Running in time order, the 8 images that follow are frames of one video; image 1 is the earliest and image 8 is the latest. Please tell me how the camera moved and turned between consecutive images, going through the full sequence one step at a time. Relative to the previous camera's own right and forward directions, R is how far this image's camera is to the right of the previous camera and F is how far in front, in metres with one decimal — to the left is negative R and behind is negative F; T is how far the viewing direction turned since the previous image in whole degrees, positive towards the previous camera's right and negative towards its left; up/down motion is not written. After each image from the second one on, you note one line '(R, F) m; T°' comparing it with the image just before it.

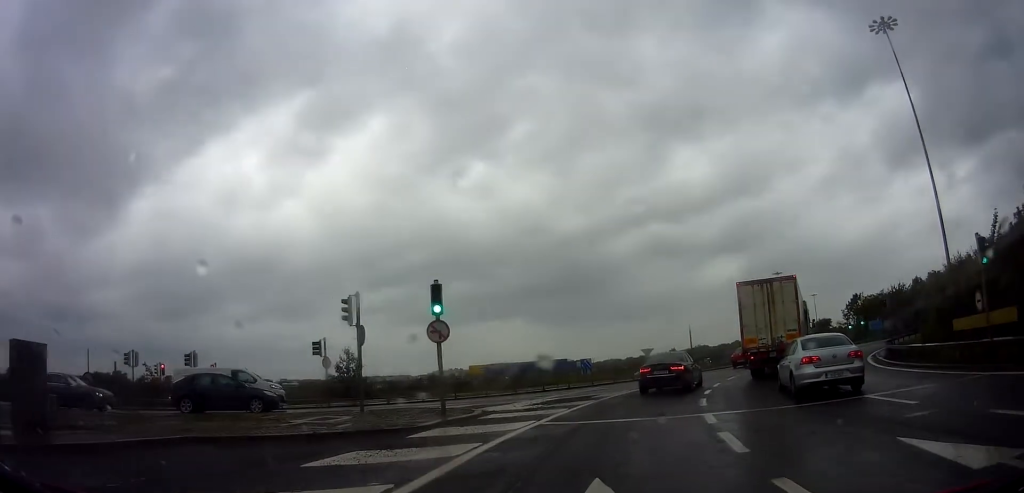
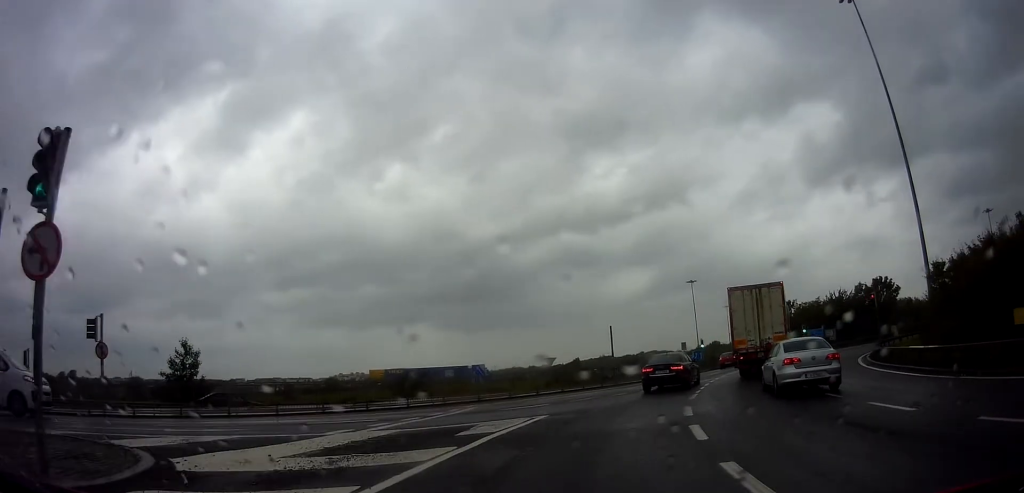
(+1.2, +9.4) m; +16°
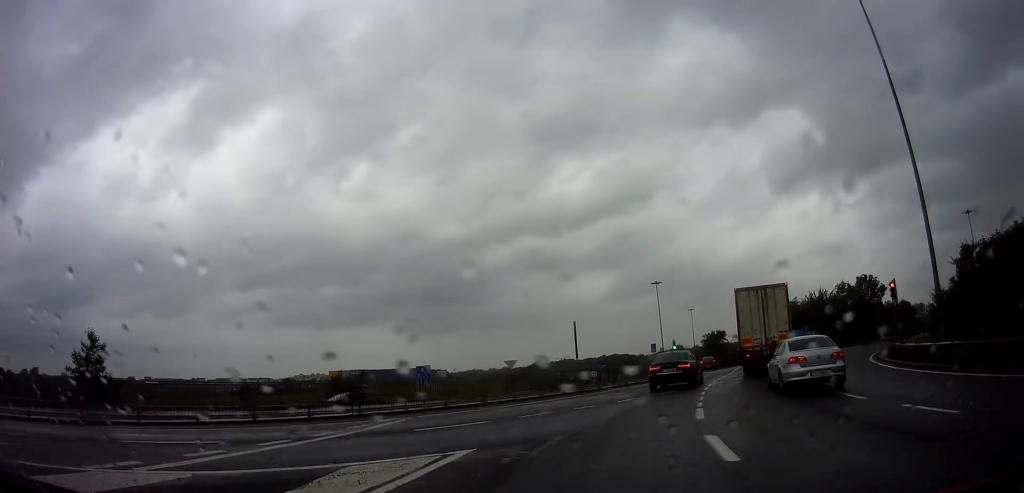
(0.0, +5.3) m; +2°
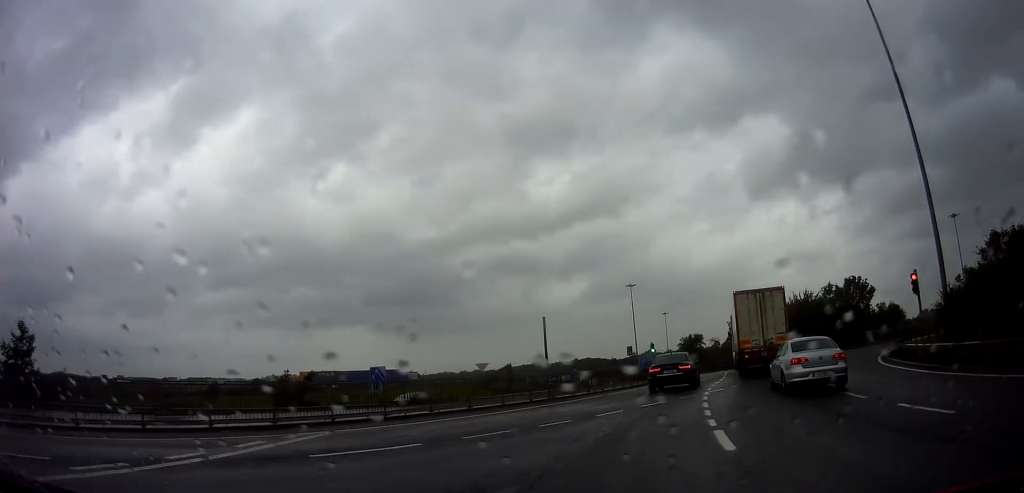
(-0.4, +3.6) m; 0°
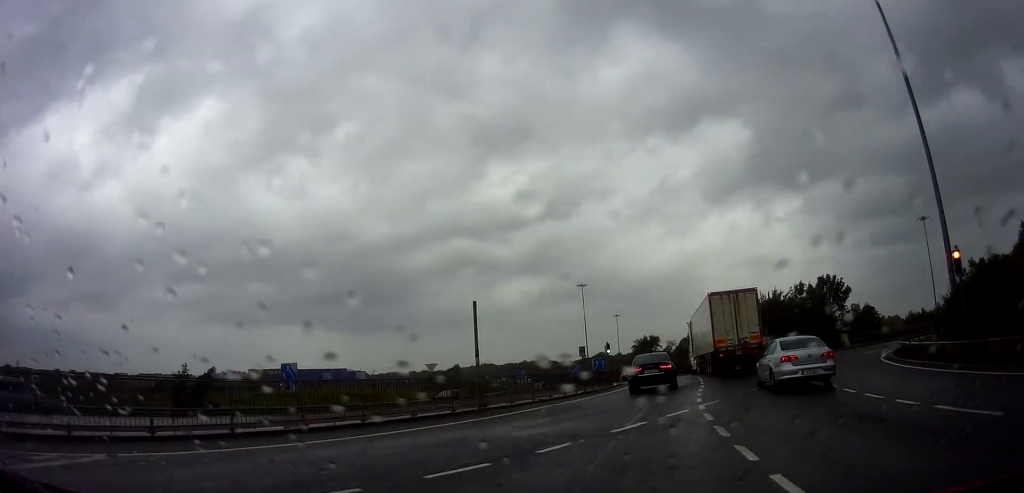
(+0.6, +5.5) m; +5°
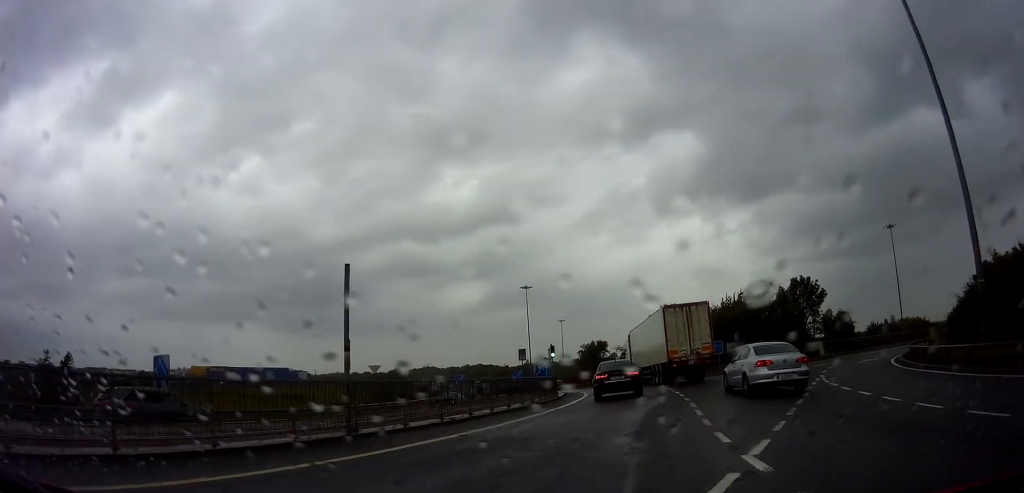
(+0.2, +6.9) m; +6°
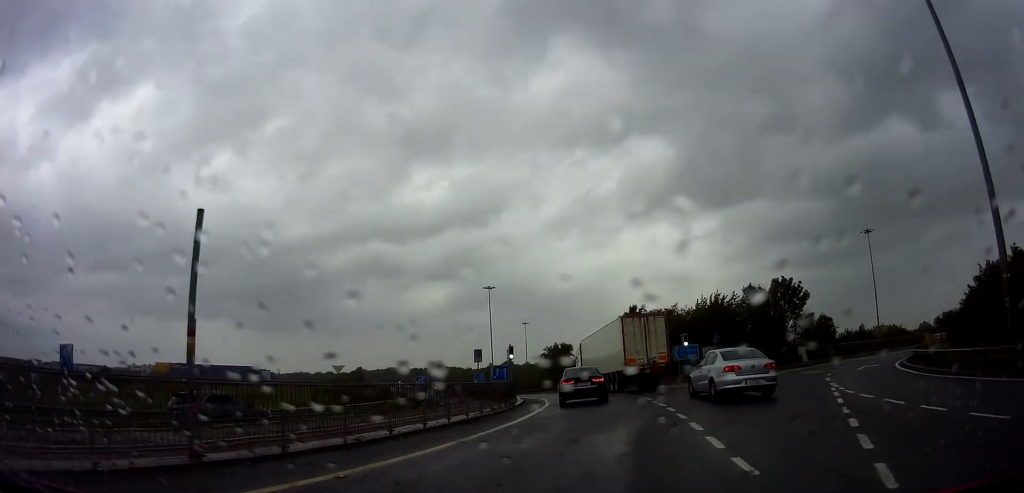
(0.0, +4.3) m; +4°
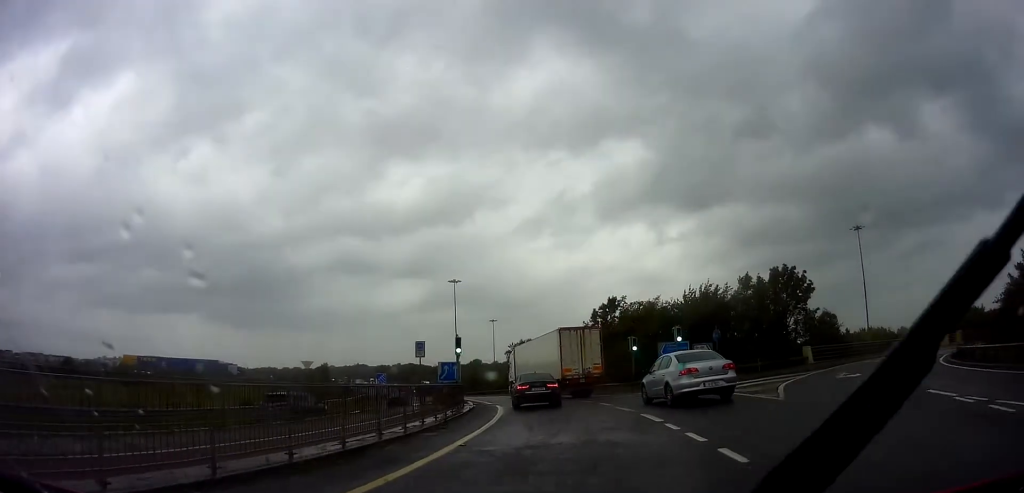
(+0.8, +7.6) m; +5°
